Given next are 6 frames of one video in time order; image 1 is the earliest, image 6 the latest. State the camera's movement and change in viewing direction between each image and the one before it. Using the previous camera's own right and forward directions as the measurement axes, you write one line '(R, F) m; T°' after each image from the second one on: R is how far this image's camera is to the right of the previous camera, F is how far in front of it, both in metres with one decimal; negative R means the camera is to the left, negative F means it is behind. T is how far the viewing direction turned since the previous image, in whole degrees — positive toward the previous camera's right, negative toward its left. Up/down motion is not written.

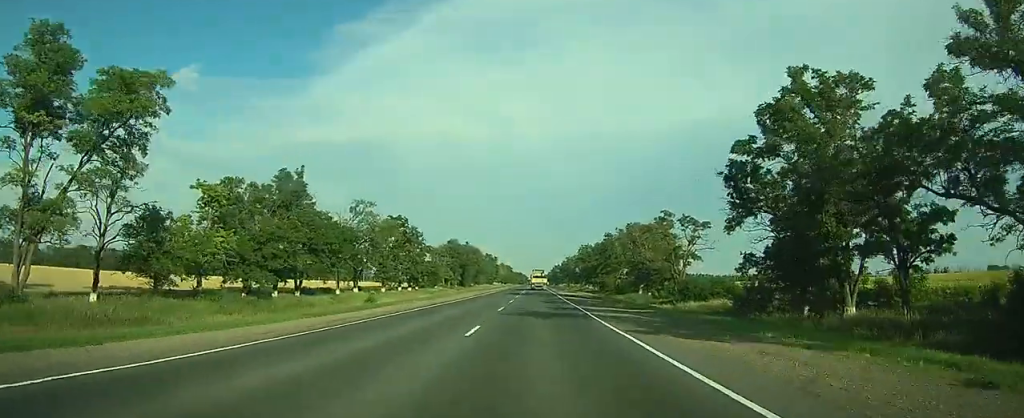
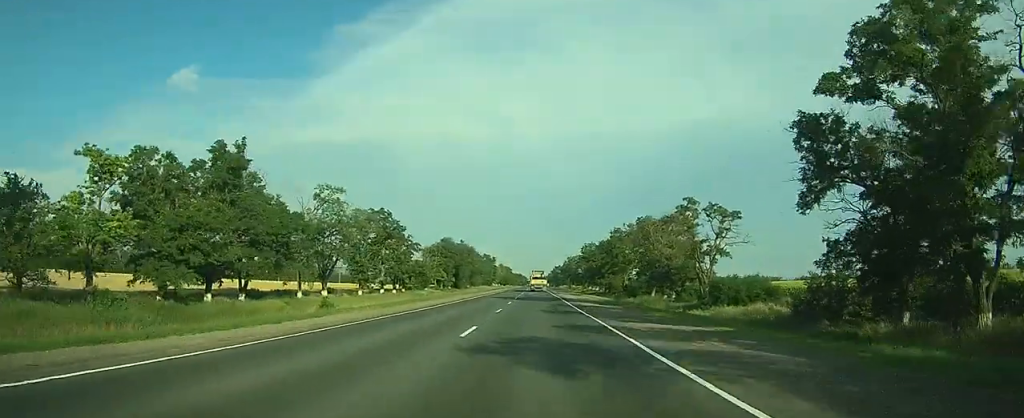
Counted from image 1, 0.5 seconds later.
(0.0, +12.4) m; 0°
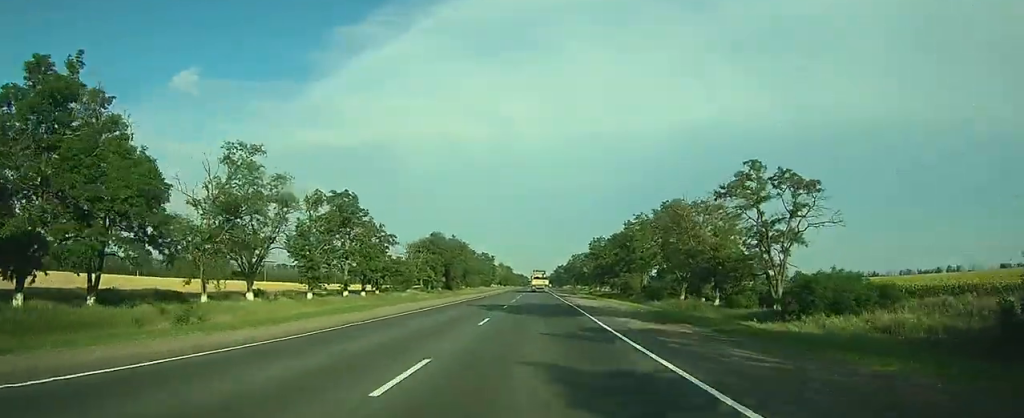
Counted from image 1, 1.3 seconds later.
(0.0, +19.6) m; 0°
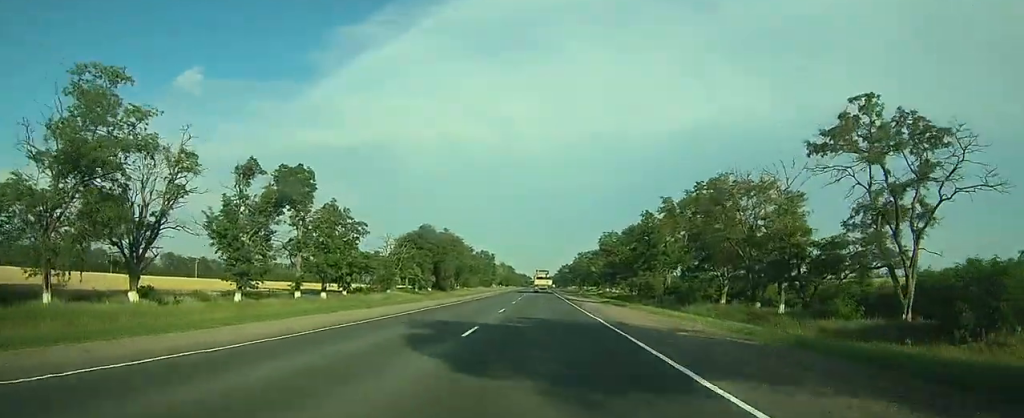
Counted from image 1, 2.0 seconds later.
(0.0, +17.0) m; 0°
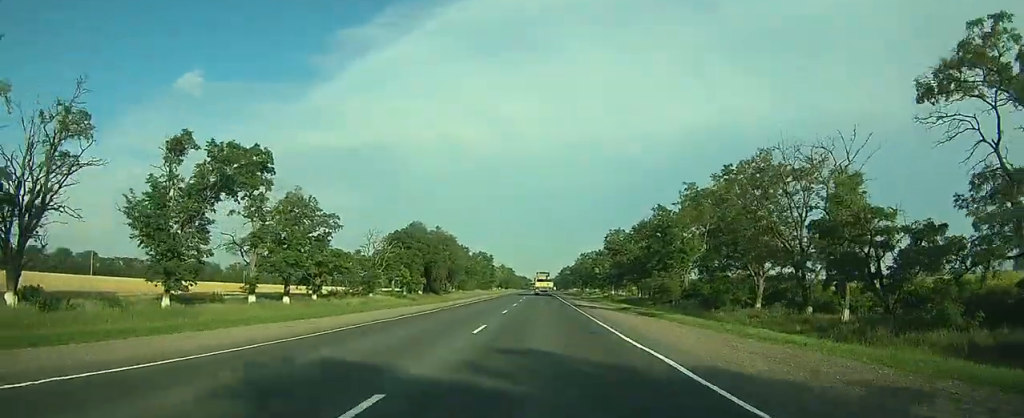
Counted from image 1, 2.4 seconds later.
(0.0, +10.4) m; 0°
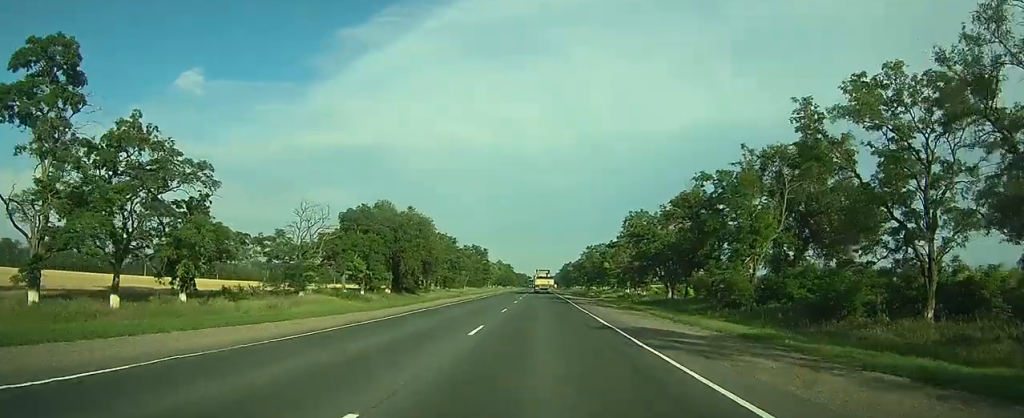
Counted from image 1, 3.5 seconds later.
(-0.1, +25.3) m; 0°
